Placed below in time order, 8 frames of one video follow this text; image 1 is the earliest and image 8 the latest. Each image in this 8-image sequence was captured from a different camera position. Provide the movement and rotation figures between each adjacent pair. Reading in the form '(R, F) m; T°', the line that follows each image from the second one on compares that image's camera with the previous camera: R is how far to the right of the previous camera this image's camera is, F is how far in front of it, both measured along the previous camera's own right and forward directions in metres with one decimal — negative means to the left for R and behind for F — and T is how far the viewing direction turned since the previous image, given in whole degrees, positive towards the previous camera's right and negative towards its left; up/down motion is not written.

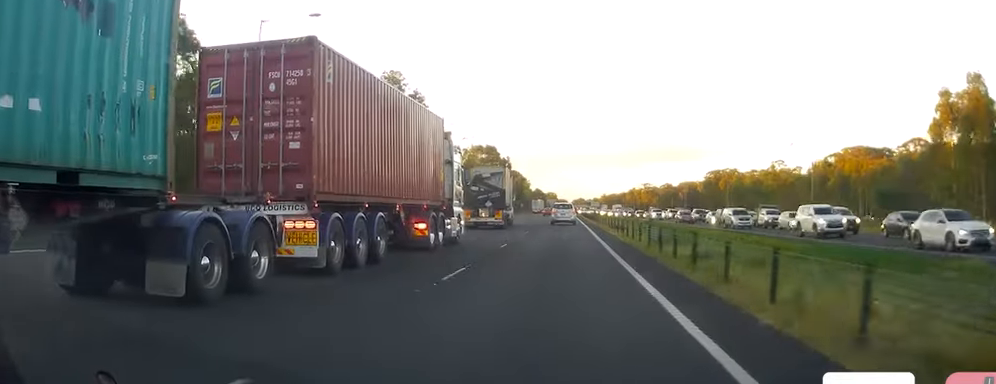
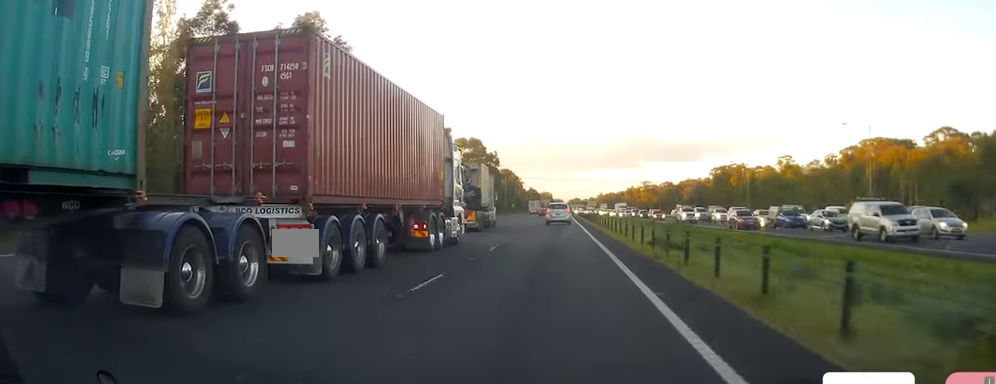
(0.0, +23.9) m; 0°
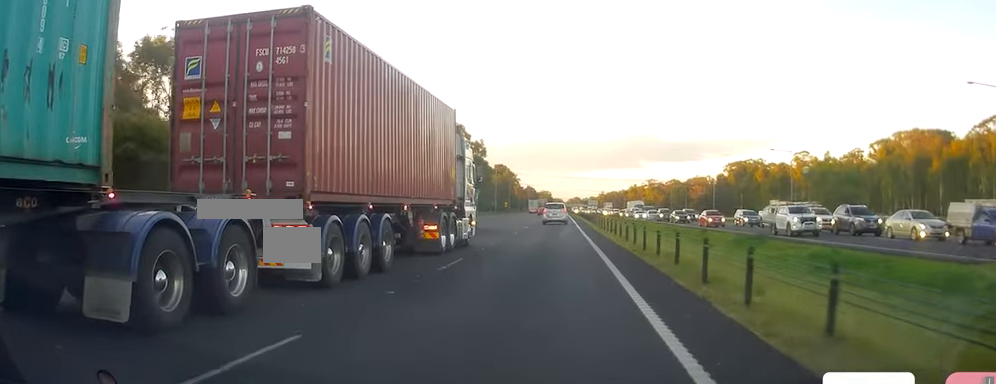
(+0.1, +30.6) m; +1°
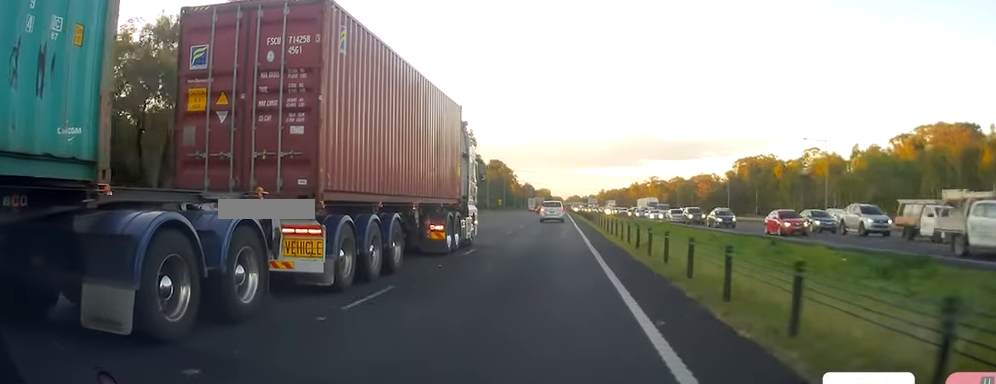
(+0.2, +17.7) m; -1°
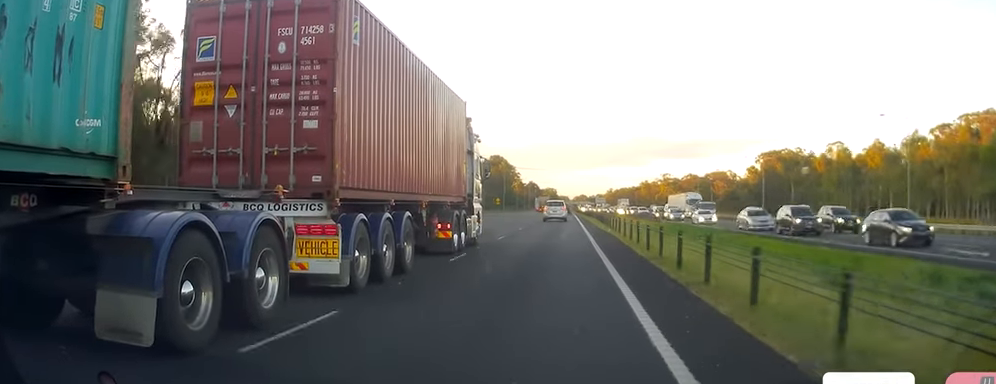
(-0.3, +25.9) m; -1°
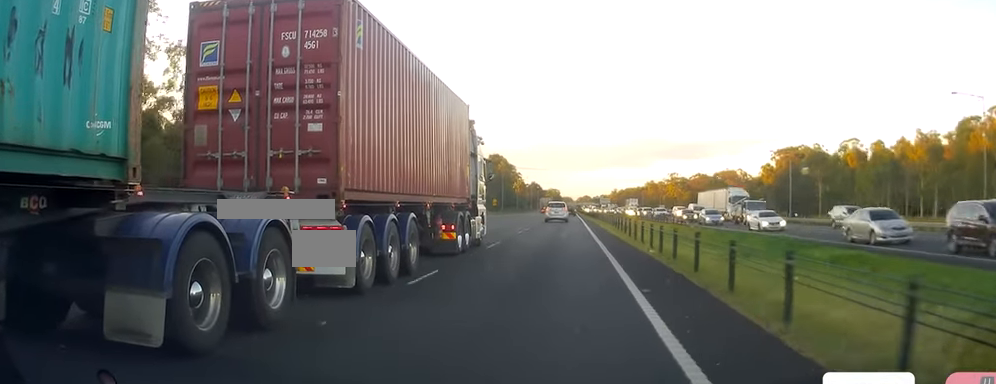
(-0.7, +16.5) m; 0°
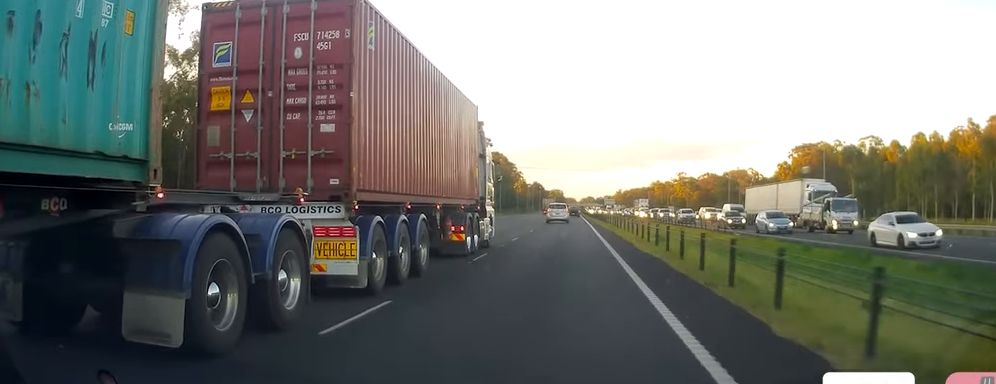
(+0.6, +16.1) m; +1°
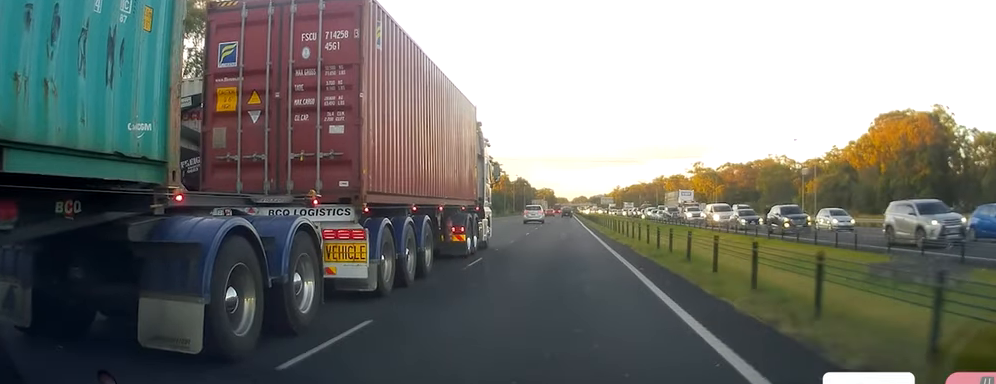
(+0.5, +67.6) m; -1°
